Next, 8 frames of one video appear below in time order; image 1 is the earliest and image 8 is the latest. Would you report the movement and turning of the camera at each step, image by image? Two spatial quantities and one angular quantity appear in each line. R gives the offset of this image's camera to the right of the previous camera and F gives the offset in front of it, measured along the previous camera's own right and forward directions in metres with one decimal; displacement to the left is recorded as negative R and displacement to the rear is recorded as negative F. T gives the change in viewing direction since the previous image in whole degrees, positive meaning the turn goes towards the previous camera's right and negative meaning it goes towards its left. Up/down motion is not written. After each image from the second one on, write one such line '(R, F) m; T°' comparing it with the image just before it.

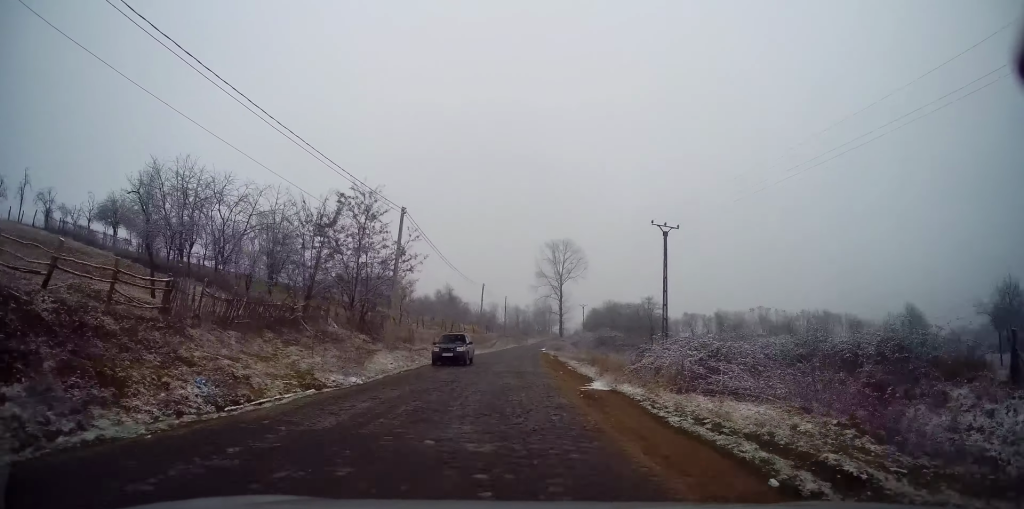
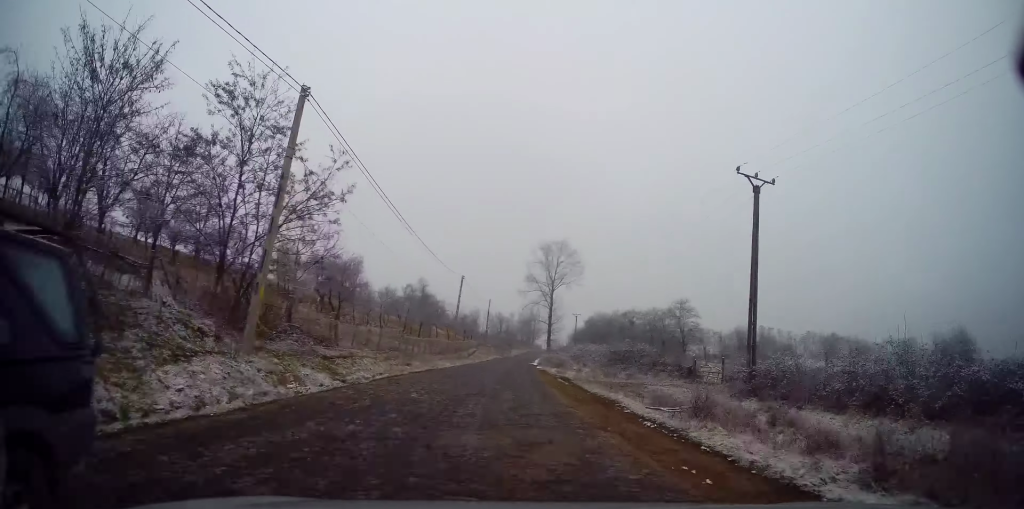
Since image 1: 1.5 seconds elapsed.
(+0.6, +16.0) m; +2°
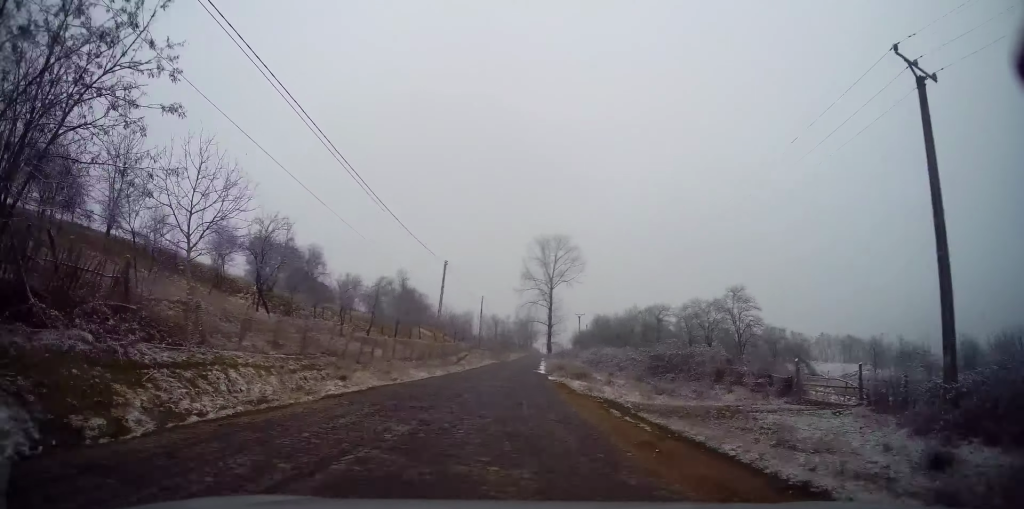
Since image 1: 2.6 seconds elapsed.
(0.0, +12.1) m; 0°
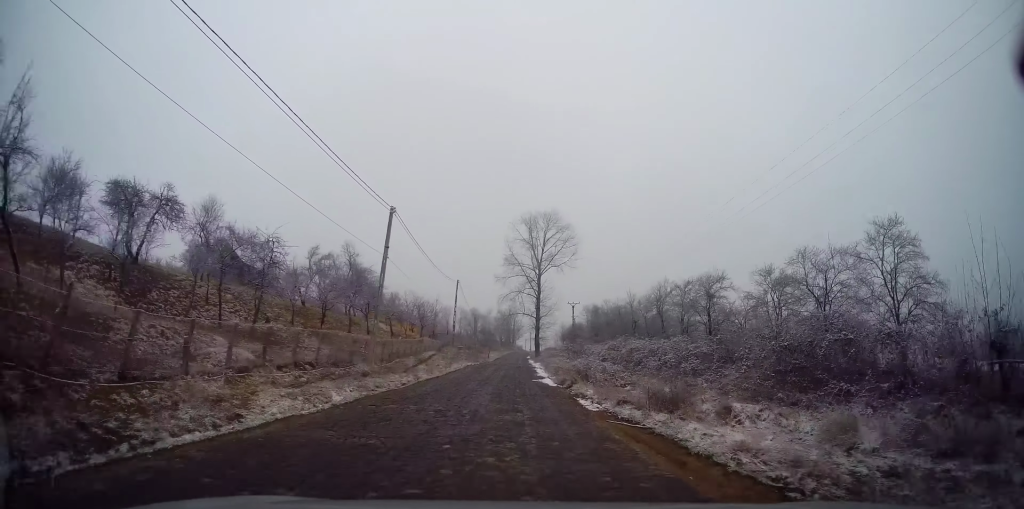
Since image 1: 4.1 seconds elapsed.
(+0.4, +16.9) m; +3°
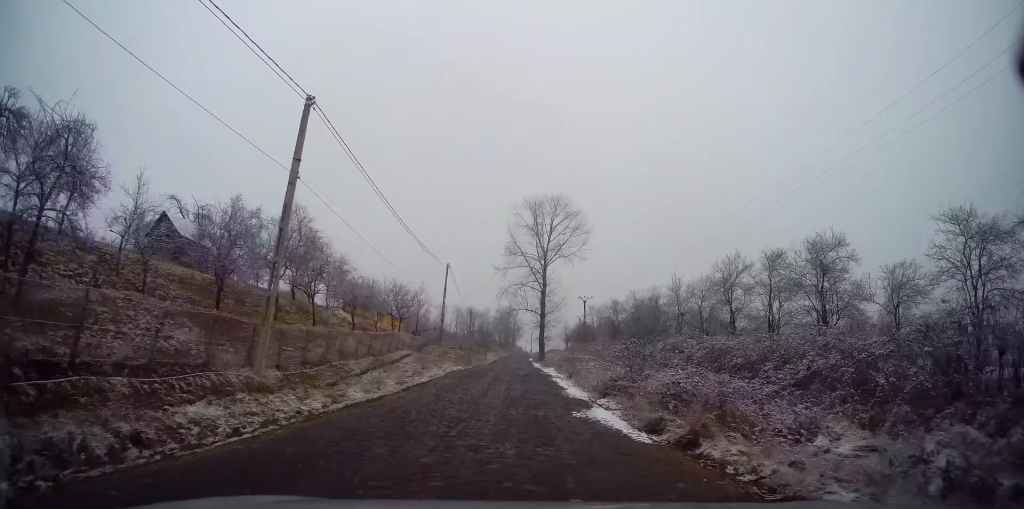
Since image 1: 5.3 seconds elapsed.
(+0.2, +13.3) m; 0°
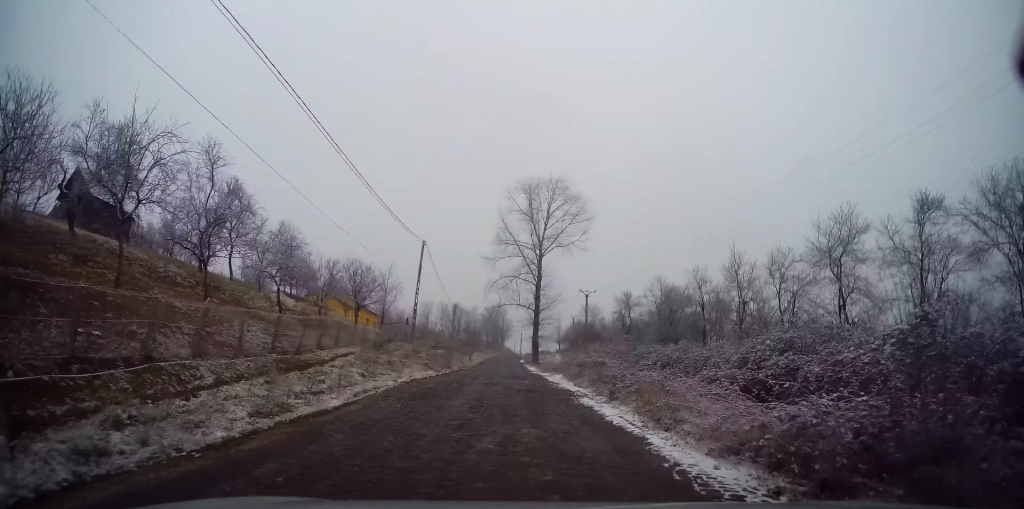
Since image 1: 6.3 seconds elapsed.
(0.0, +11.1) m; +1°
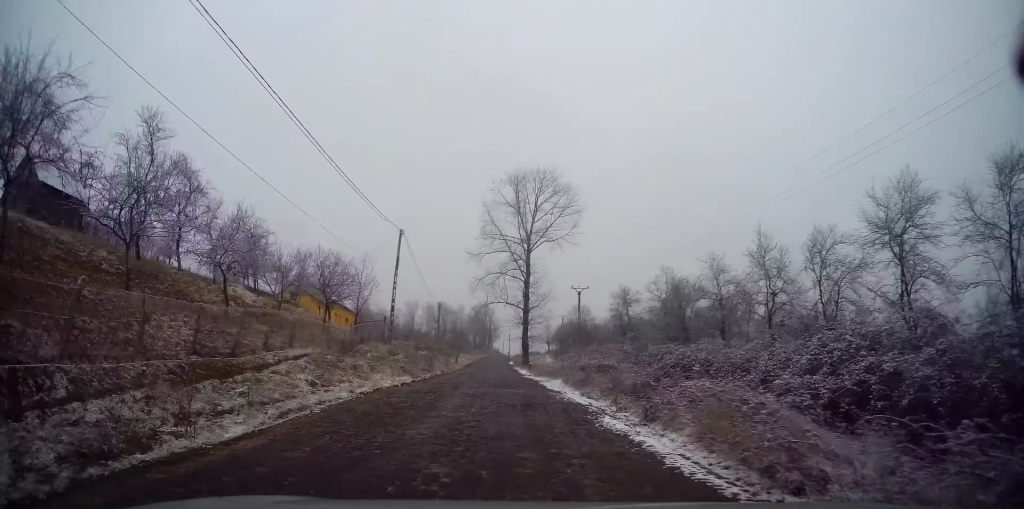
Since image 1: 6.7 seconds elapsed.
(0.0, +4.2) m; +1°
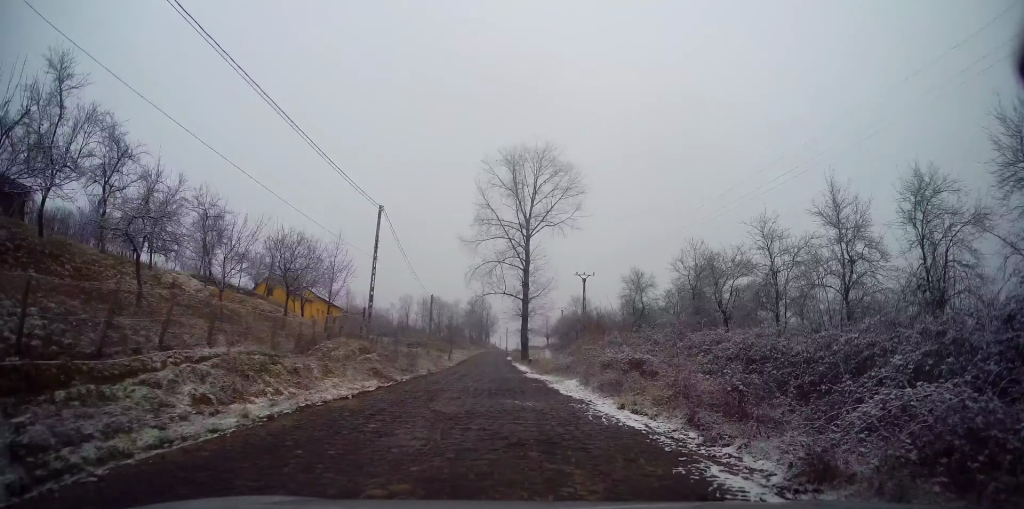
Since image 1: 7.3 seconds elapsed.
(0.0, +5.7) m; 0°
